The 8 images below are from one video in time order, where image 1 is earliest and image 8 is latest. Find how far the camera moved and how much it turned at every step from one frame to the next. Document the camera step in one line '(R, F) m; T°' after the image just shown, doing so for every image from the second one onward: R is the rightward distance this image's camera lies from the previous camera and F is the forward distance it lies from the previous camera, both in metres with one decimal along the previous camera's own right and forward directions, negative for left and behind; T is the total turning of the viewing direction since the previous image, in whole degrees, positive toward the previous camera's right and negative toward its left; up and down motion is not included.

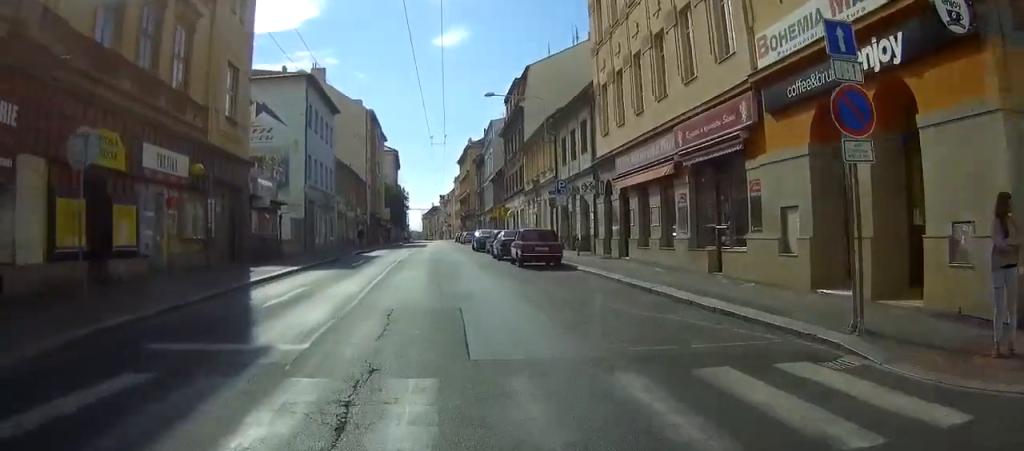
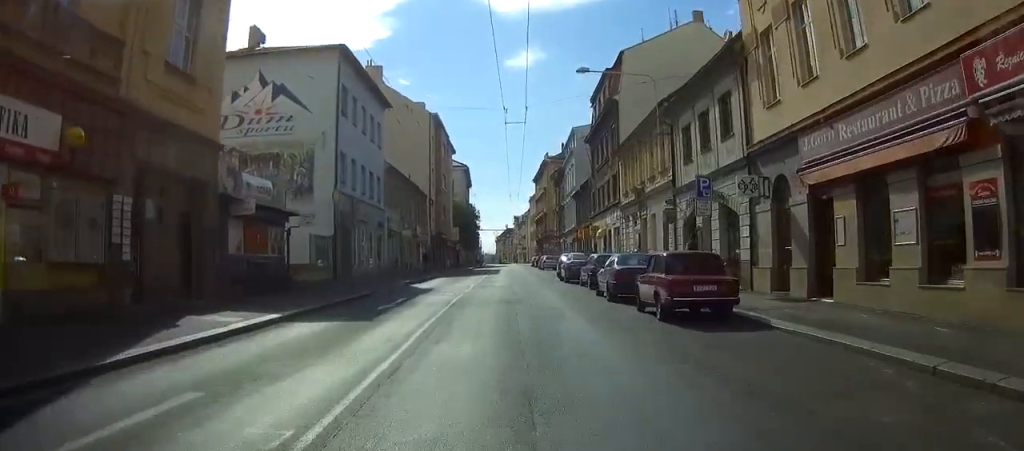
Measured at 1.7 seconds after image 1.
(-0.3, +10.5) m; -2°
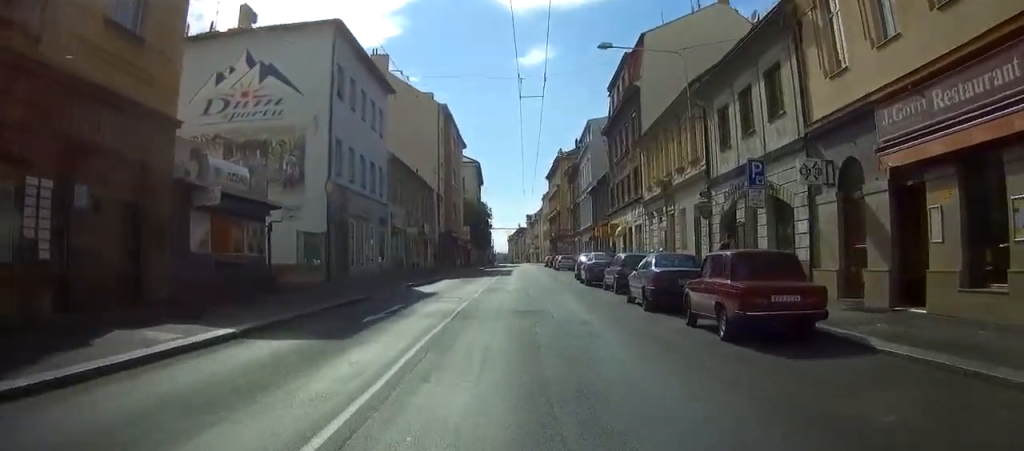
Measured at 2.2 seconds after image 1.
(+0.1, +3.3) m; -1°
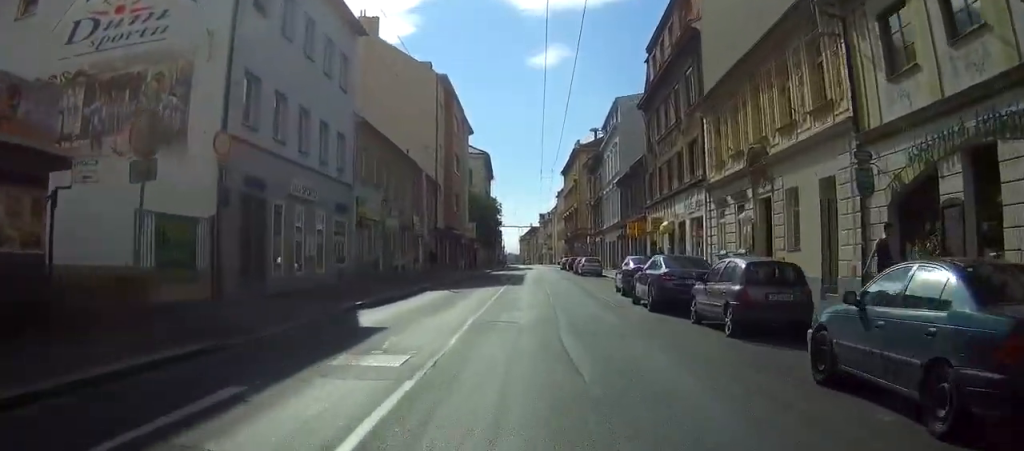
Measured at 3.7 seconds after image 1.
(-0.6, +10.5) m; -7°
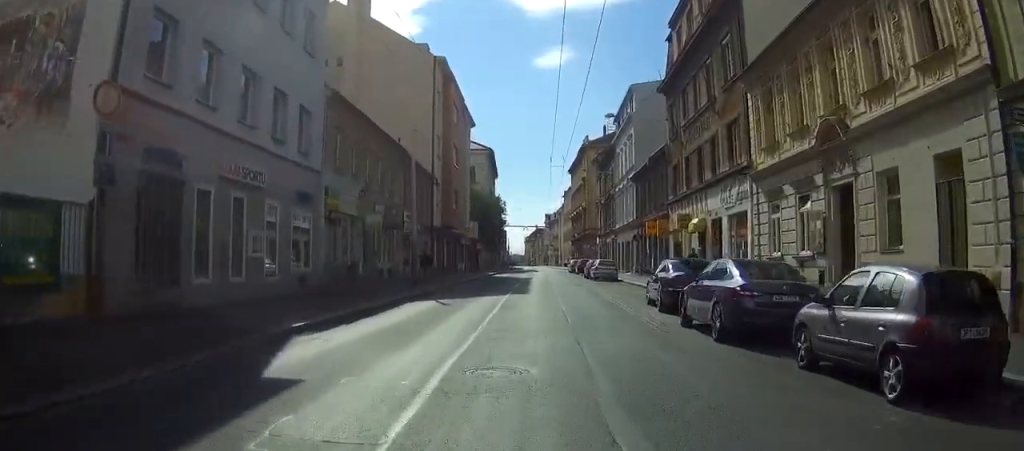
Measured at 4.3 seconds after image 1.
(-0.1, +5.1) m; -2°
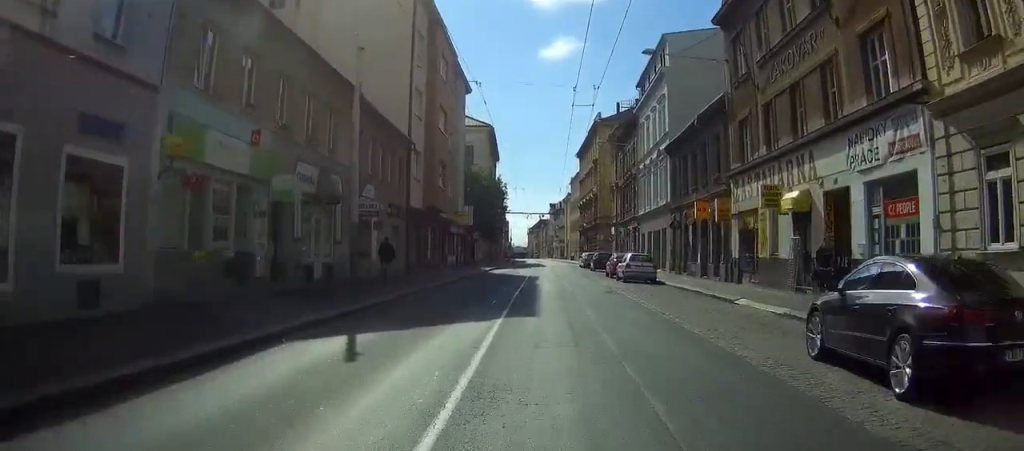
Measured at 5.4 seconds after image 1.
(-0.3, +11.0) m; +4°
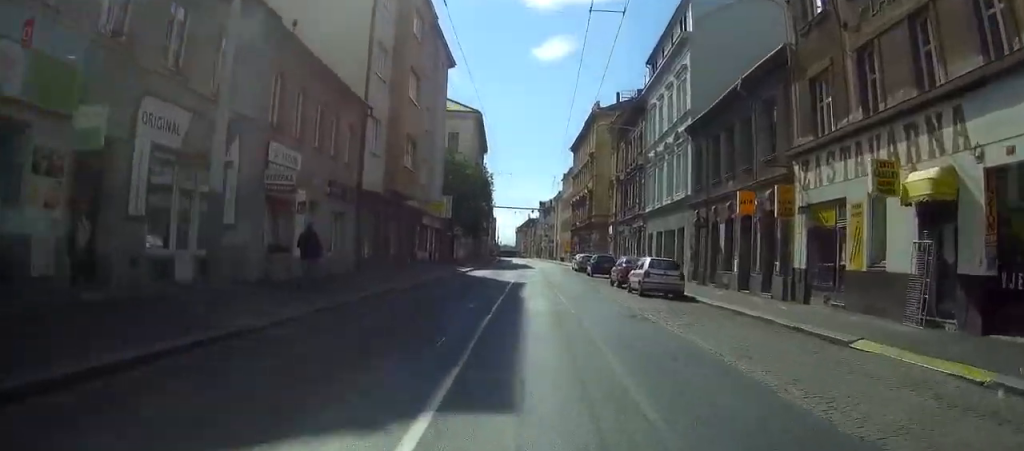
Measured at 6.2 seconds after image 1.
(+0.6, +8.0) m; +2°
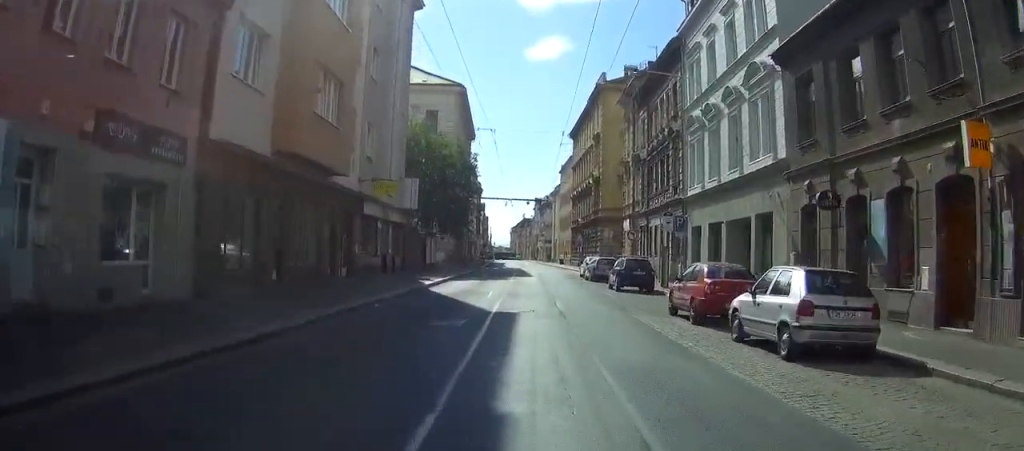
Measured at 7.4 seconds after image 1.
(0.0, +13.9) m; -1°
